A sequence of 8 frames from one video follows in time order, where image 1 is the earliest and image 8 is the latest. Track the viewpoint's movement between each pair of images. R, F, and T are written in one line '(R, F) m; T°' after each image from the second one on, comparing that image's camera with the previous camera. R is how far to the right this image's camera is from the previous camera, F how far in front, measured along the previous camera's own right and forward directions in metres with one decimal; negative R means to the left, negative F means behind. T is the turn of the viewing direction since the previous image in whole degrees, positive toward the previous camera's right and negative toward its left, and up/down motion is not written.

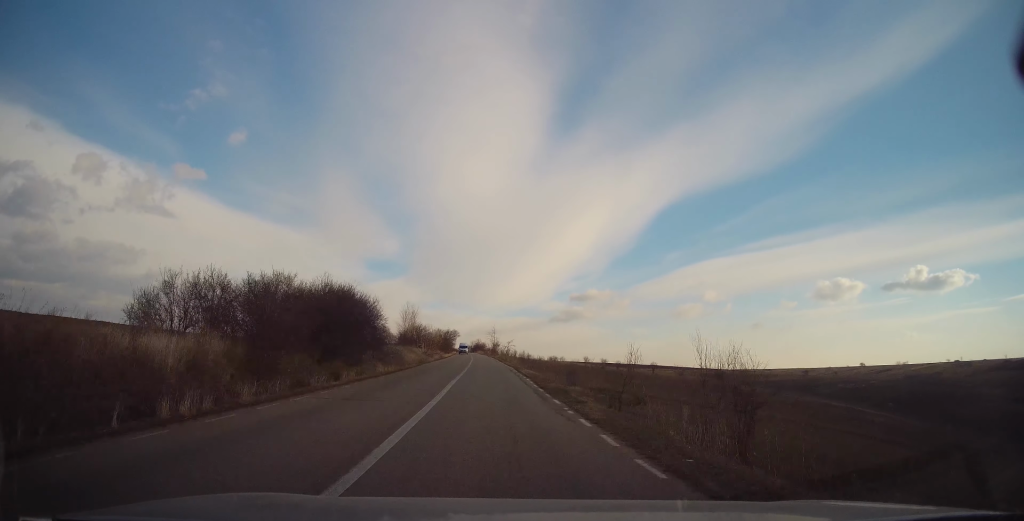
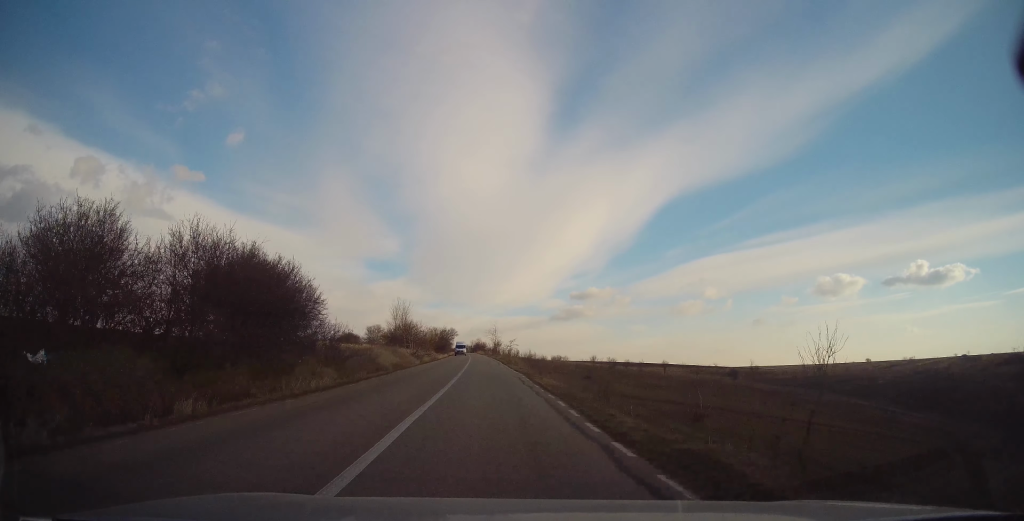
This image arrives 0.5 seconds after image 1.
(0.0, +11.1) m; 0°
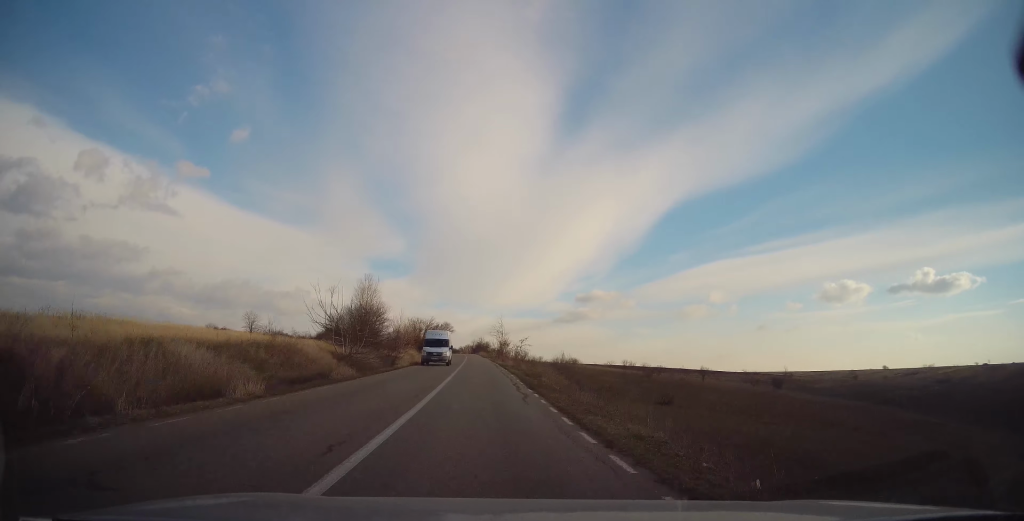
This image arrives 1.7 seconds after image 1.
(-0.1, +28.0) m; -1°
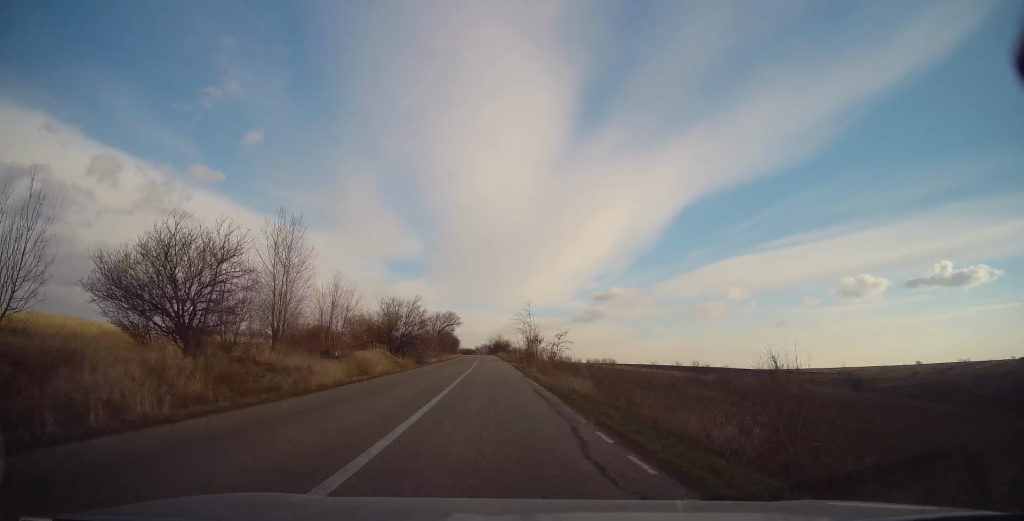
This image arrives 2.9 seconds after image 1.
(-0.3, +29.4) m; -1°
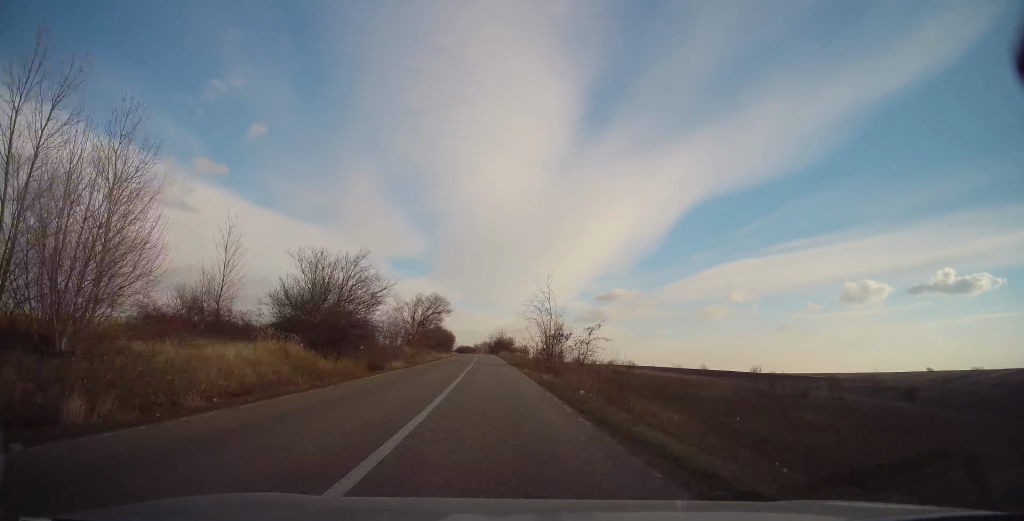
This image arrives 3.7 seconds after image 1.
(-0.1, +19.7) m; 0°
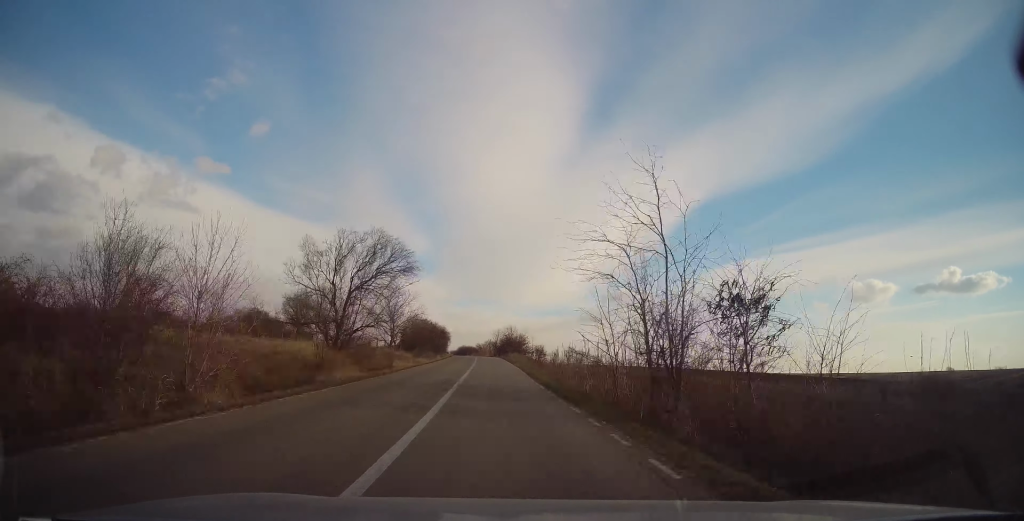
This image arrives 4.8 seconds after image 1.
(0.0, +27.8) m; -1°
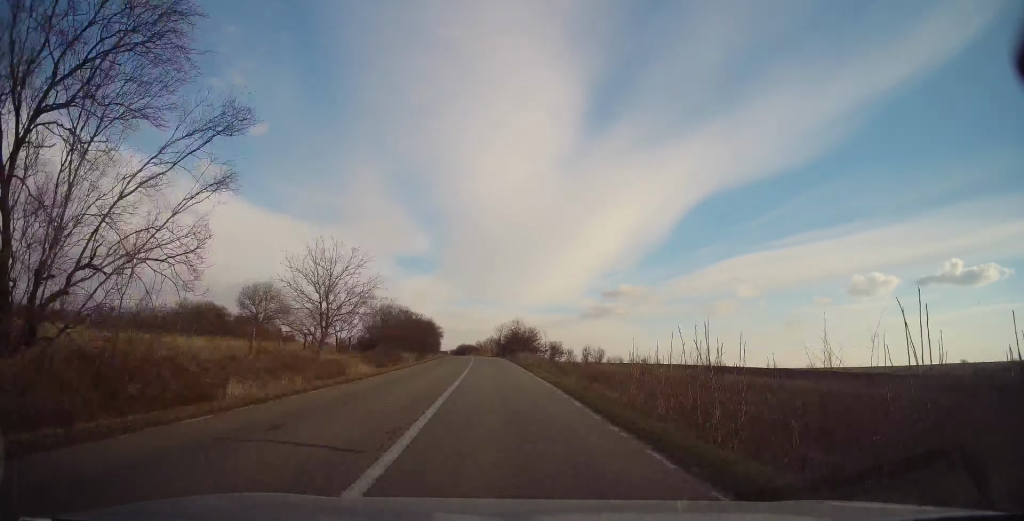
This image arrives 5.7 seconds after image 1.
(-0.2, +20.3) m; -1°
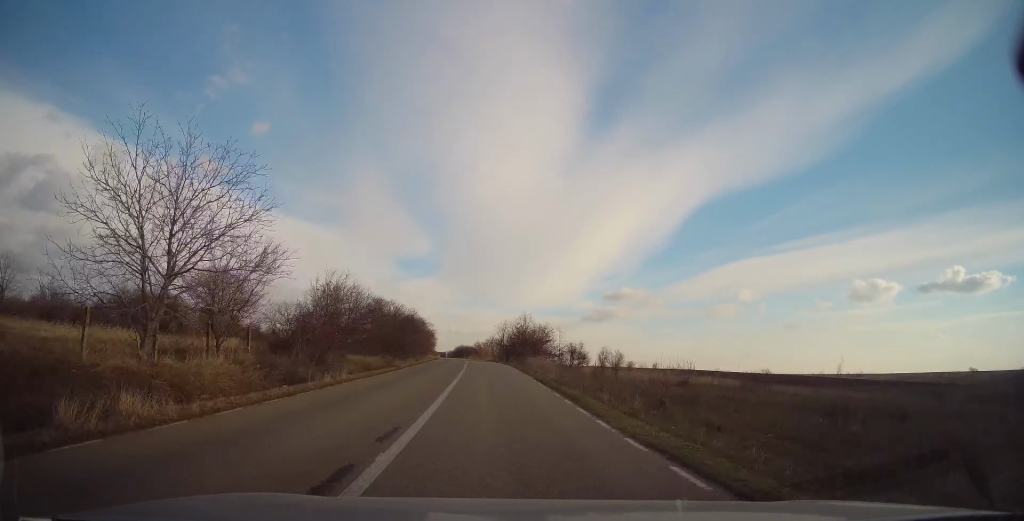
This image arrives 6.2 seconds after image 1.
(-0.1, +14.3) m; -1°
